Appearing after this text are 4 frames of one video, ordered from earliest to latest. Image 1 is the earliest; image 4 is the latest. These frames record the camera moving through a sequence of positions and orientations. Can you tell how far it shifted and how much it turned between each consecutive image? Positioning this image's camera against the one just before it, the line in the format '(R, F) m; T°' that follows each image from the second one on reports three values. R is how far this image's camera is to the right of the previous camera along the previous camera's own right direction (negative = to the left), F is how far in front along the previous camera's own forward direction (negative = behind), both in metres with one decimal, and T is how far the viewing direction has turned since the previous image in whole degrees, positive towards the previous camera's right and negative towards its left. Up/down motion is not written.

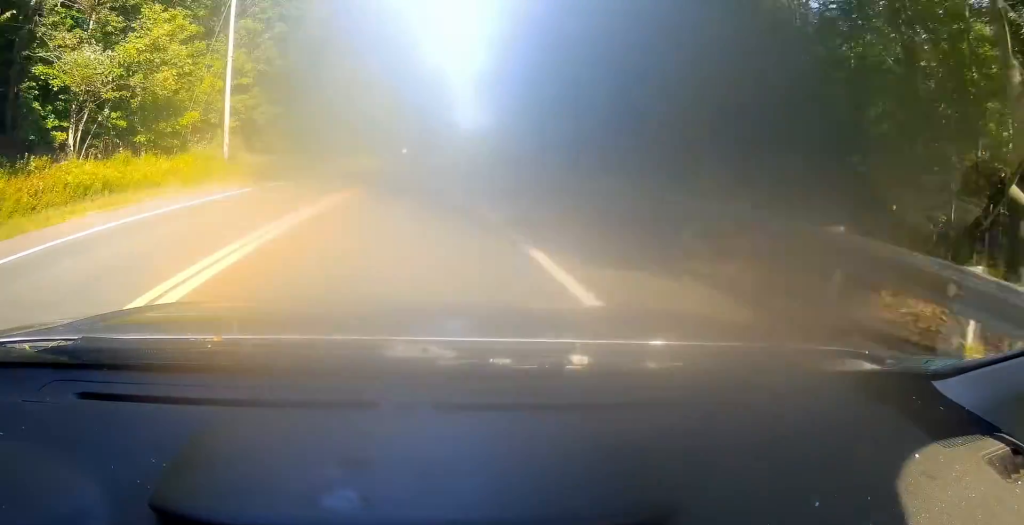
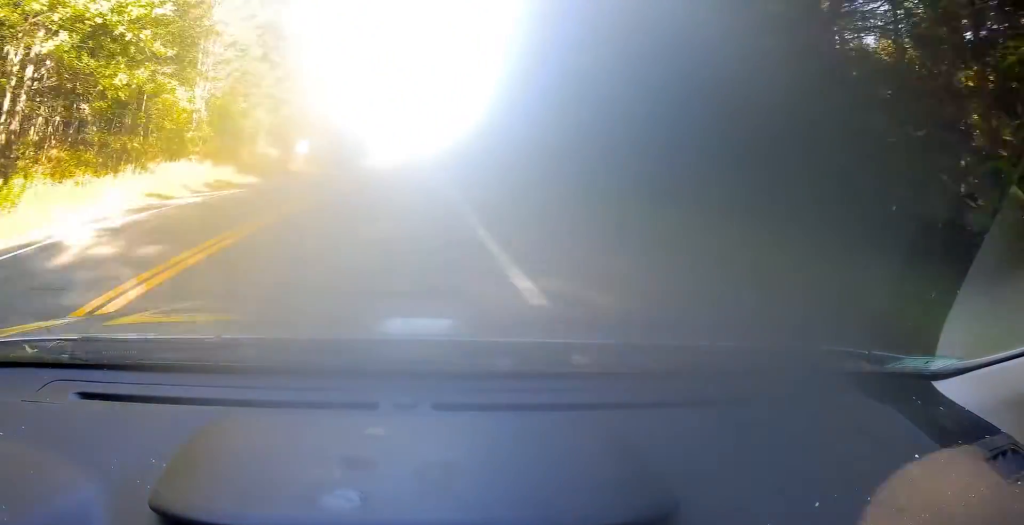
(+2.3, +50.0) m; +5°
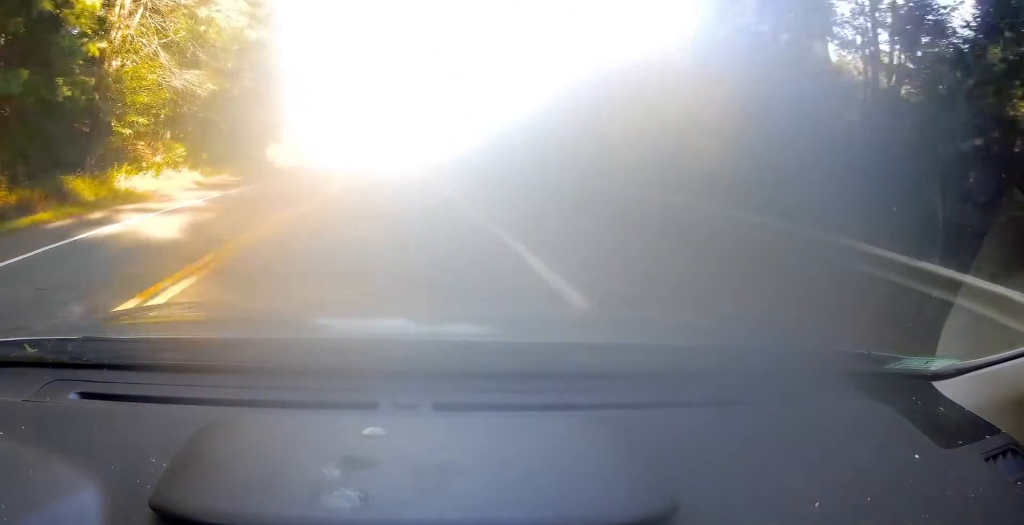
(+0.6, +94.6) m; -1°
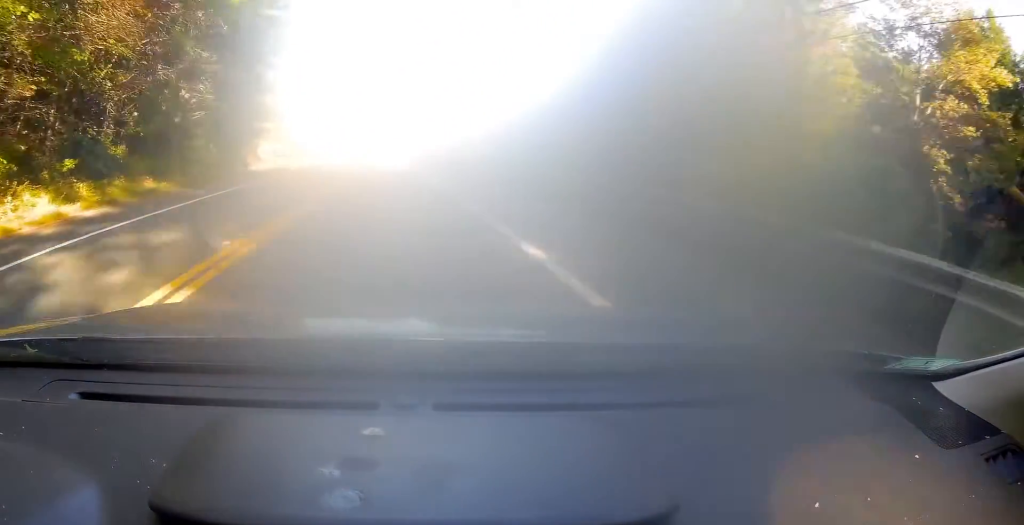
(+0.1, +16.8) m; -2°
